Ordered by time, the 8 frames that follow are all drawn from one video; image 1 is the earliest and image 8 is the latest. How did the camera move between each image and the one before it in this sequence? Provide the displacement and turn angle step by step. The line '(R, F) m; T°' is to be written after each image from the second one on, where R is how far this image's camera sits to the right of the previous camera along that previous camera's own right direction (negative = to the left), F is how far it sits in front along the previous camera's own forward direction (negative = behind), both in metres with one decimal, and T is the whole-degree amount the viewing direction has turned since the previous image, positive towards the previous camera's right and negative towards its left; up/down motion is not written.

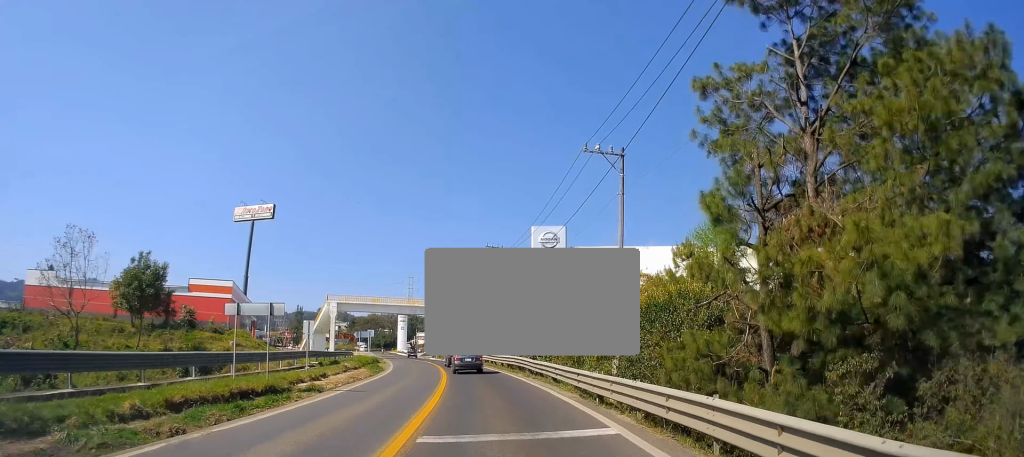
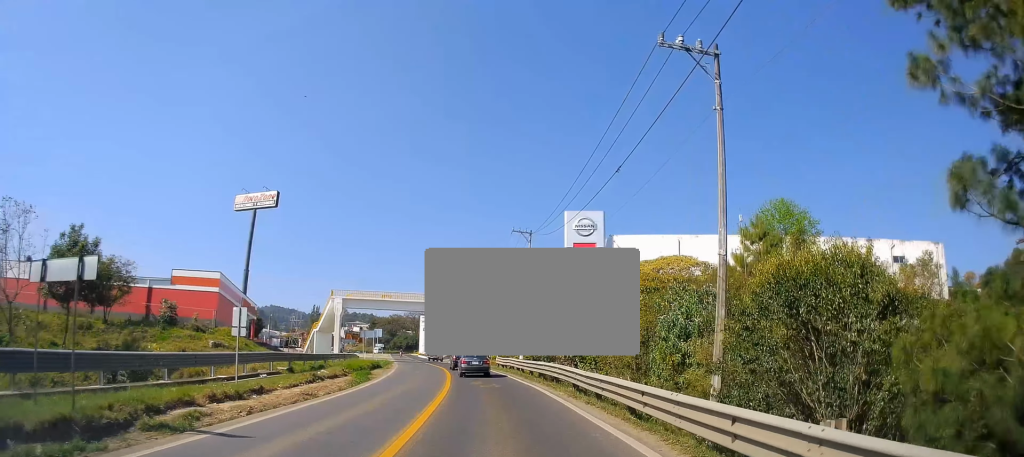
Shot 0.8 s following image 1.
(0.0, +10.5) m; -2°
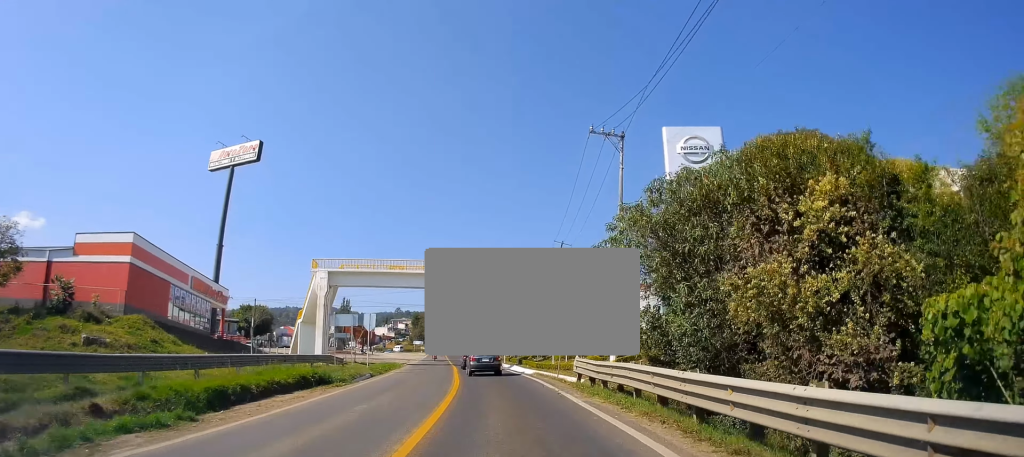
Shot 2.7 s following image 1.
(-2.4, +25.6) m; -11°
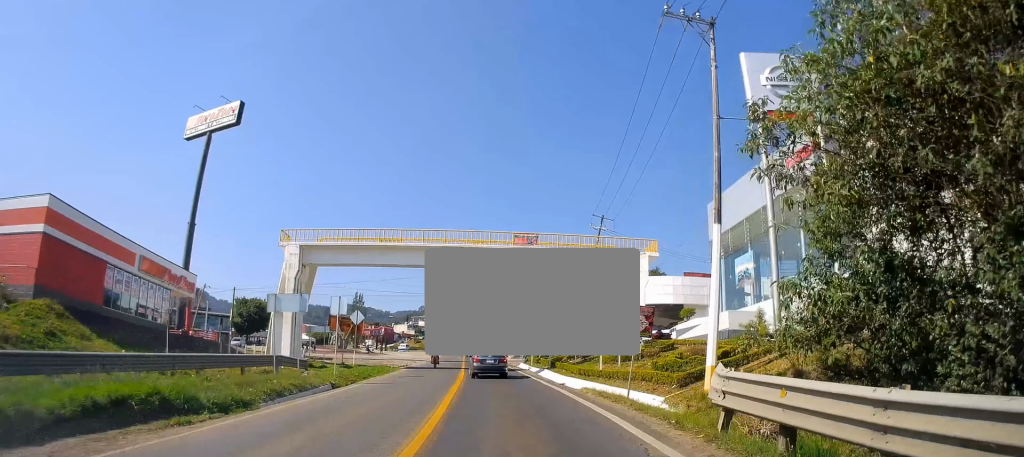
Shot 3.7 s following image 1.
(-0.5, +12.3) m; -2°
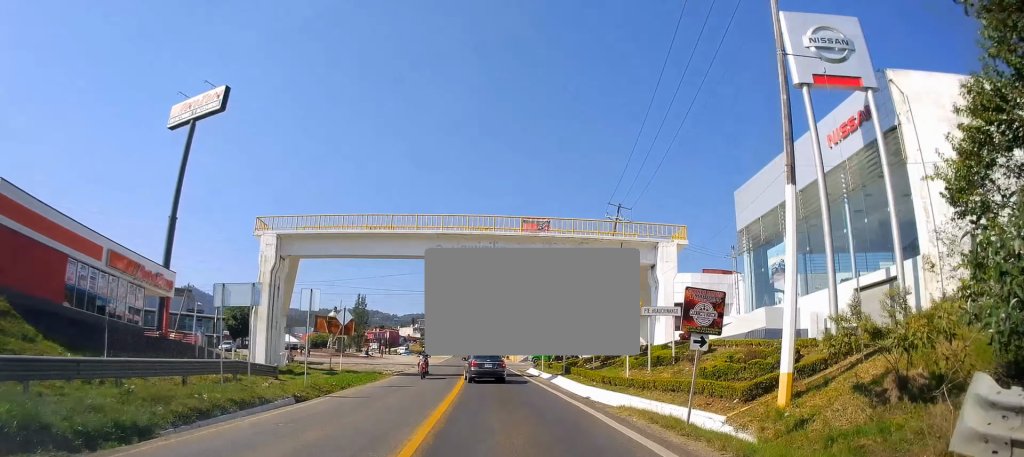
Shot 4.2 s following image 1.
(0.0, +6.0) m; 0°
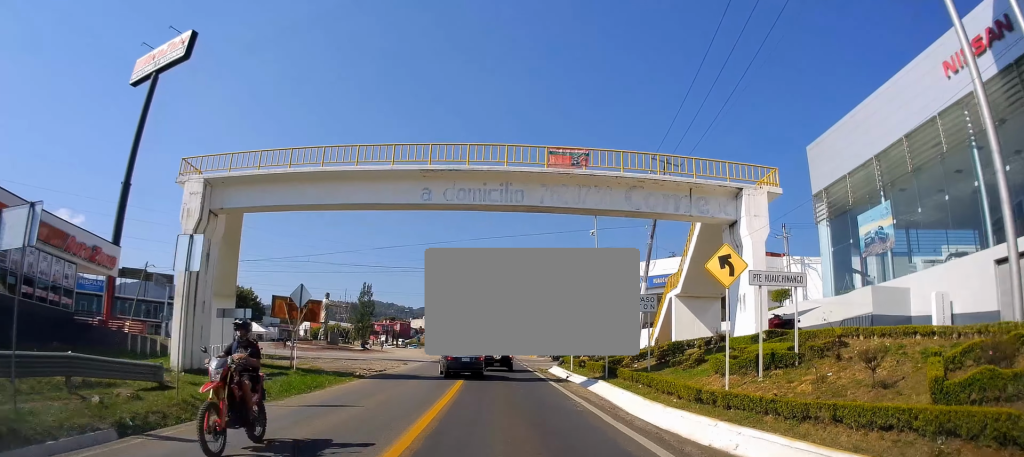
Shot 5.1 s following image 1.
(0.0, +10.6) m; 0°
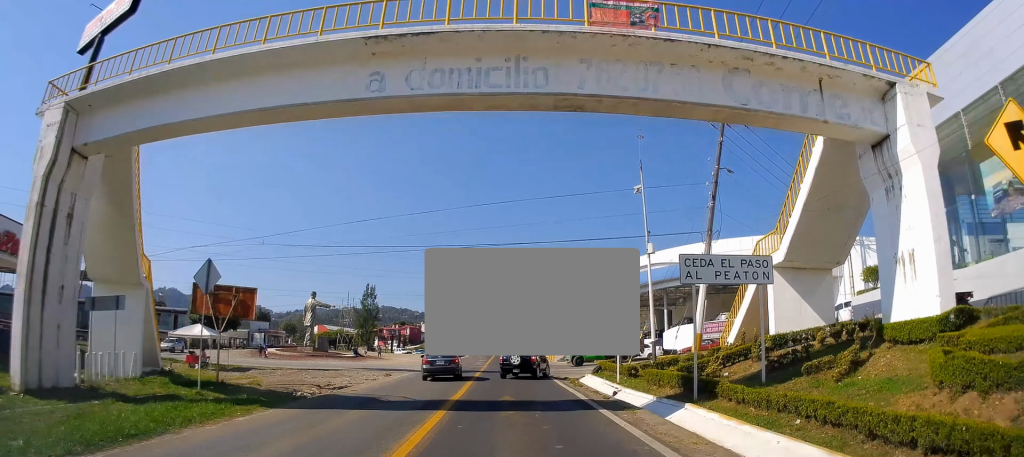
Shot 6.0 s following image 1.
(0.0, +10.4) m; -3°
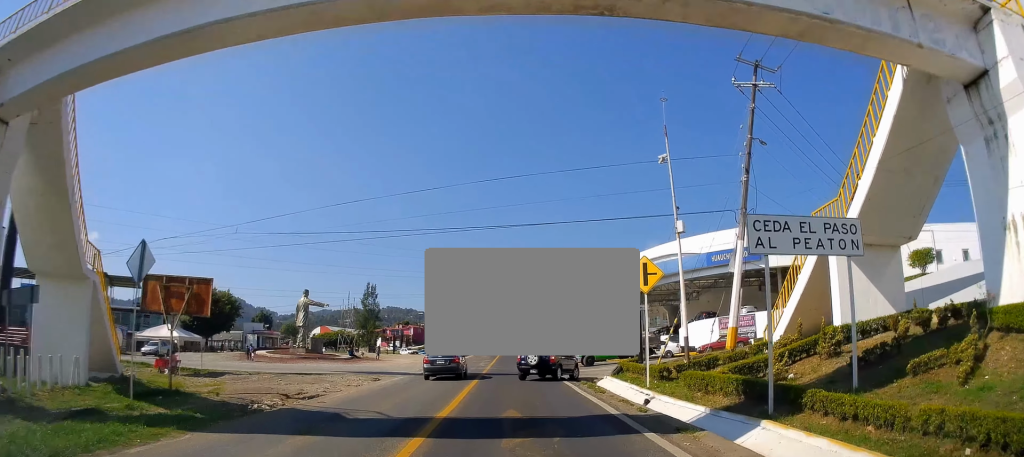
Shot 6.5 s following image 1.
(+0.1, +4.7) m; -2°
